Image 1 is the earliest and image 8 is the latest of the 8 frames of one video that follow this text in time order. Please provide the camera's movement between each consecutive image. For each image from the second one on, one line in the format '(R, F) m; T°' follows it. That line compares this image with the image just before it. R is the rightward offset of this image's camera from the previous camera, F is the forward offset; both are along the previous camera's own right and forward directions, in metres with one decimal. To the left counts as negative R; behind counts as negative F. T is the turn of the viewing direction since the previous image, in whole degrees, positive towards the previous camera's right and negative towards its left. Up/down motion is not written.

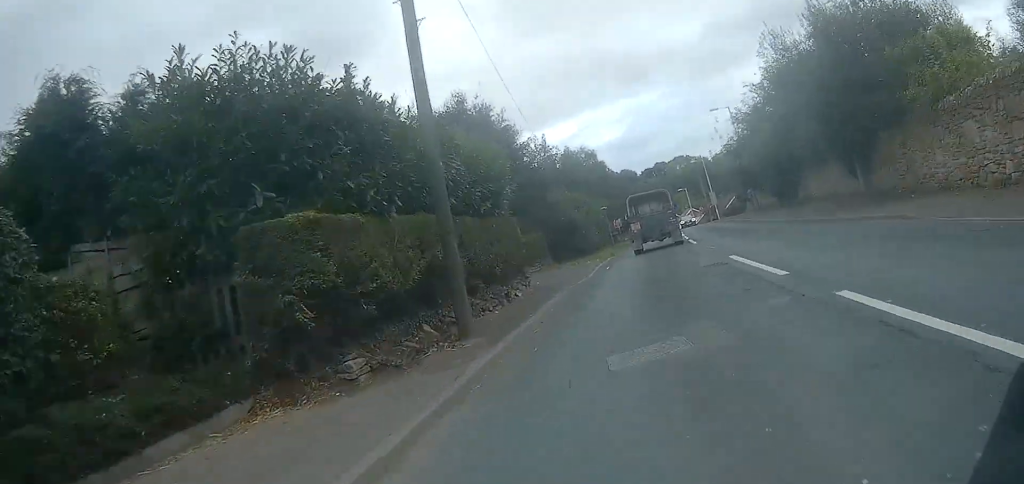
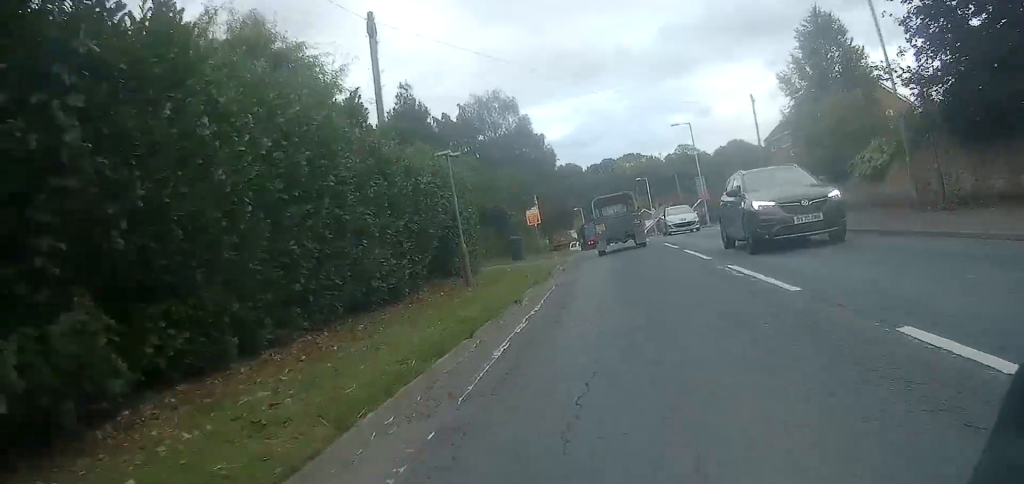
(+1.2, +32.6) m; +3°
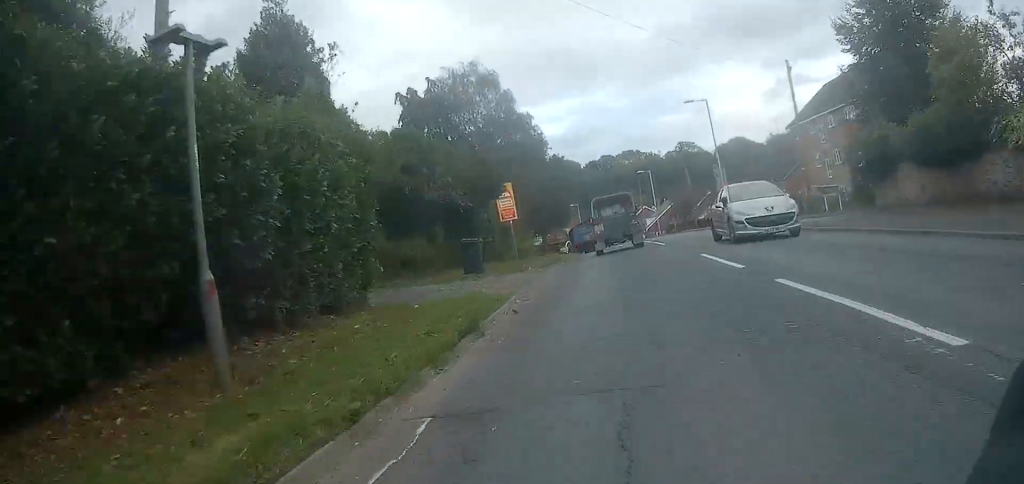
(0.0, +9.0) m; 0°
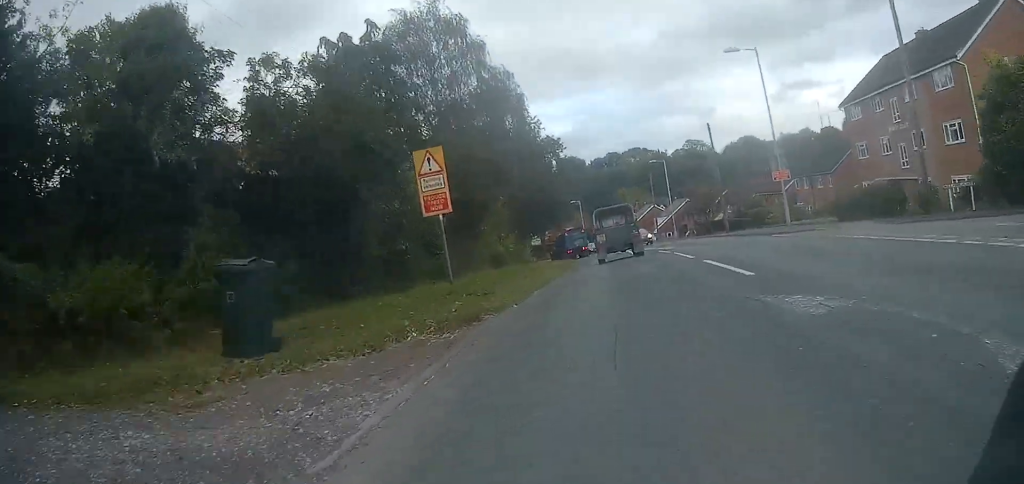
(0.0, +13.0) m; 0°
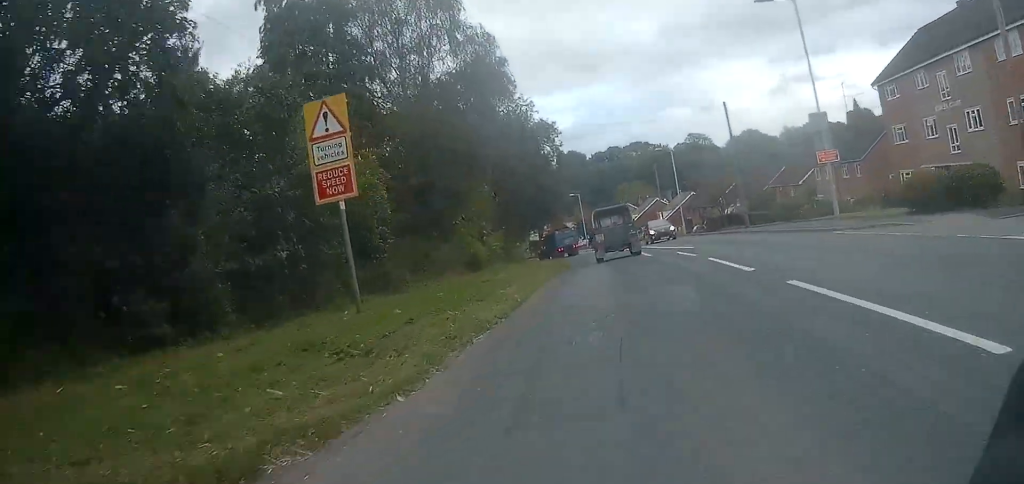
(0.0, +6.1) m; 0°
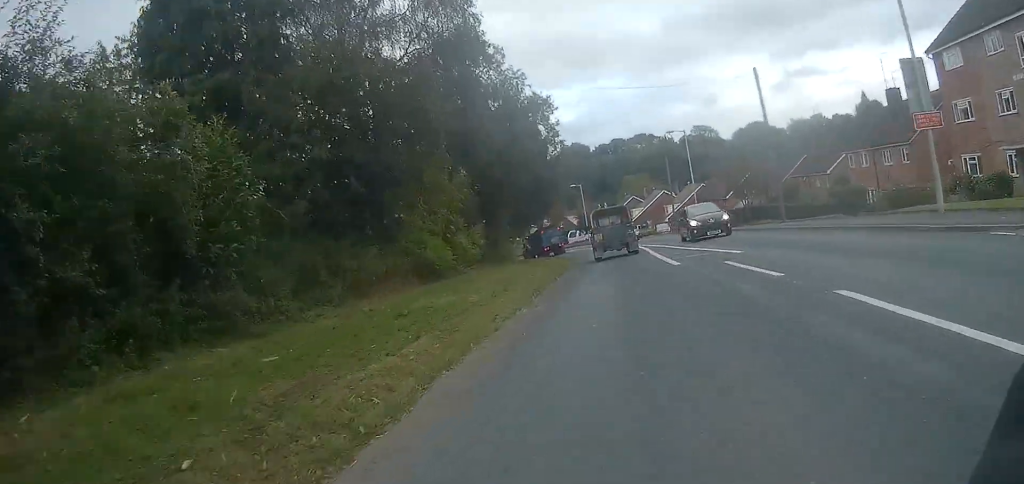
(0.0, +7.3) m; -1°
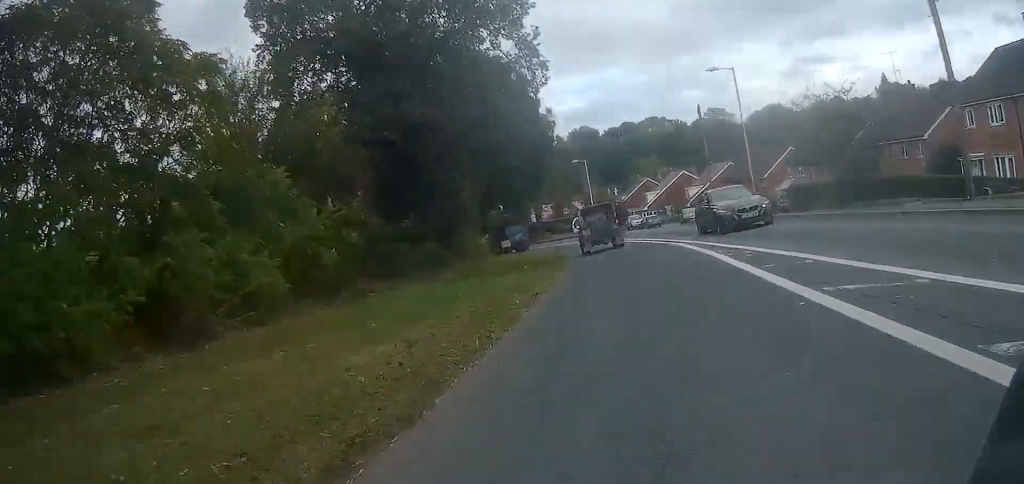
(-0.3, +16.8) m; -2°
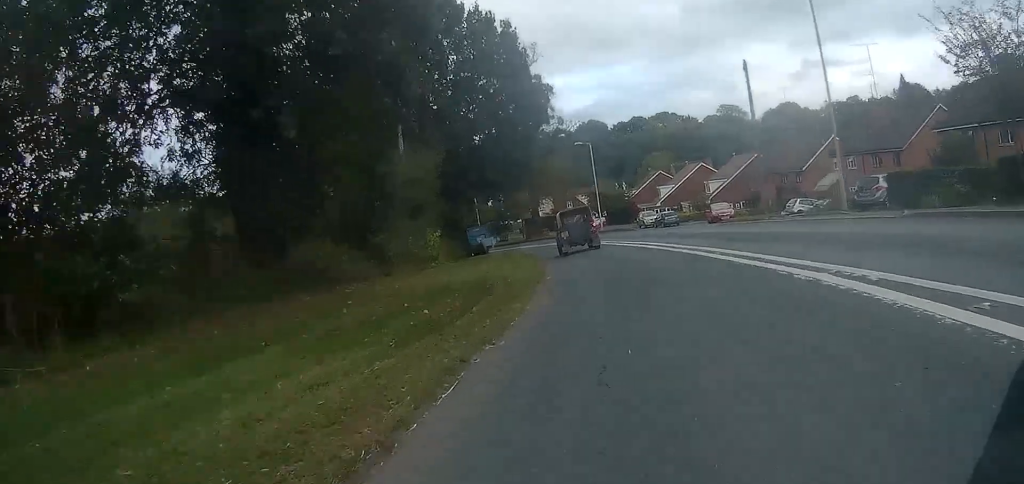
(0.0, +12.1) m; -1°
